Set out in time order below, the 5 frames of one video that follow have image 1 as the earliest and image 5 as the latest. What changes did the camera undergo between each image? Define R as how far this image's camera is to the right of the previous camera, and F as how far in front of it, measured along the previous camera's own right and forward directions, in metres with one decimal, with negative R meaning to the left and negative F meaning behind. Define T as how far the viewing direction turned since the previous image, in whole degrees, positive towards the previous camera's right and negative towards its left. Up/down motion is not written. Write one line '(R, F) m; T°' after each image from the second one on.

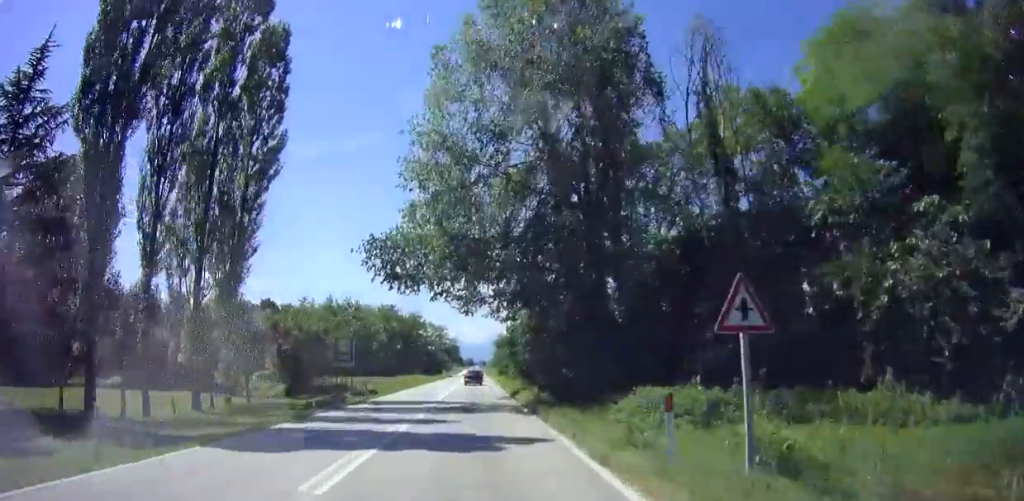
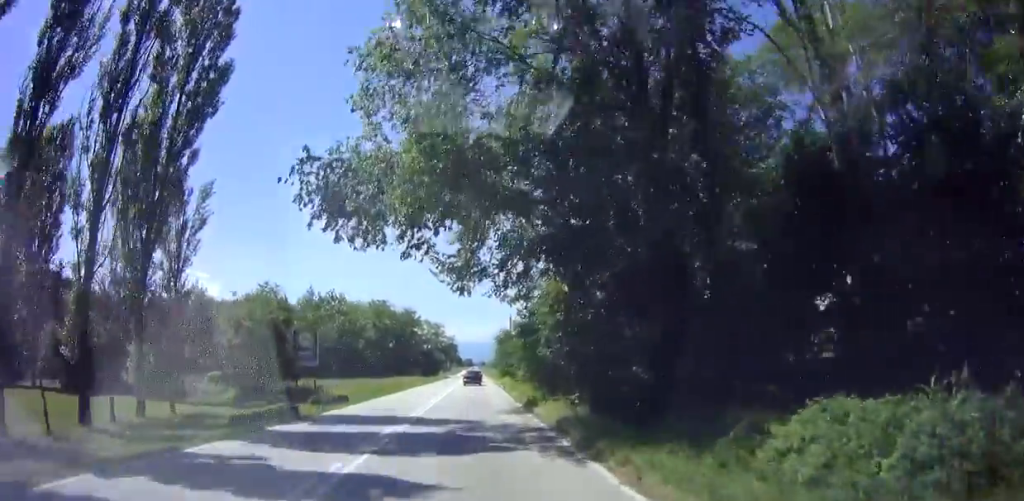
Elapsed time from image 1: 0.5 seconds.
(0.0, +8.5) m; 0°
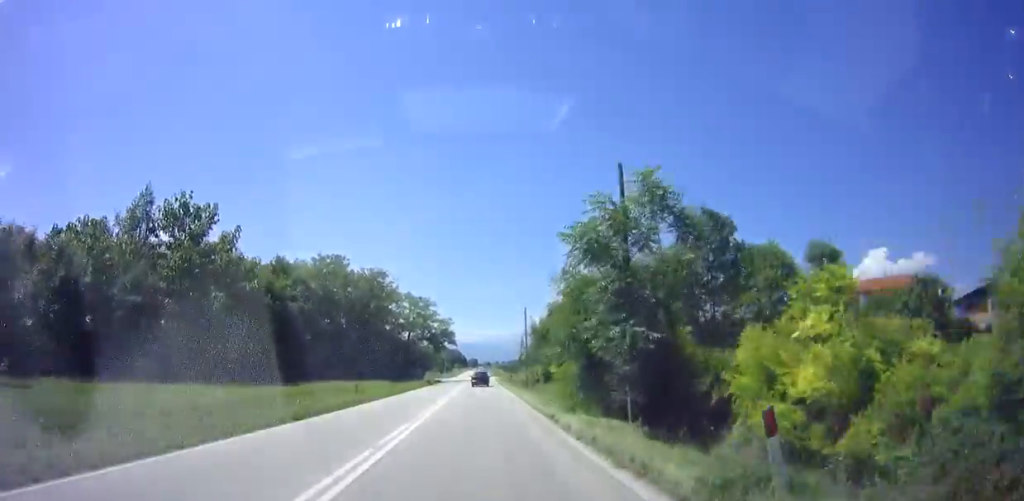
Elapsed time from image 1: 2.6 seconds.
(-0.8, +38.6) m; -3°
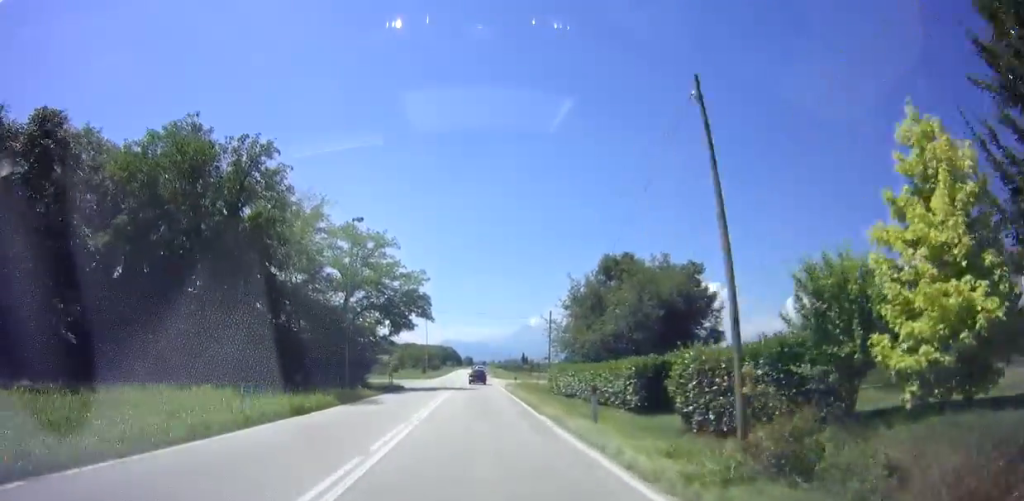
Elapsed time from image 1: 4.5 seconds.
(+0.7, +34.7) m; +1°
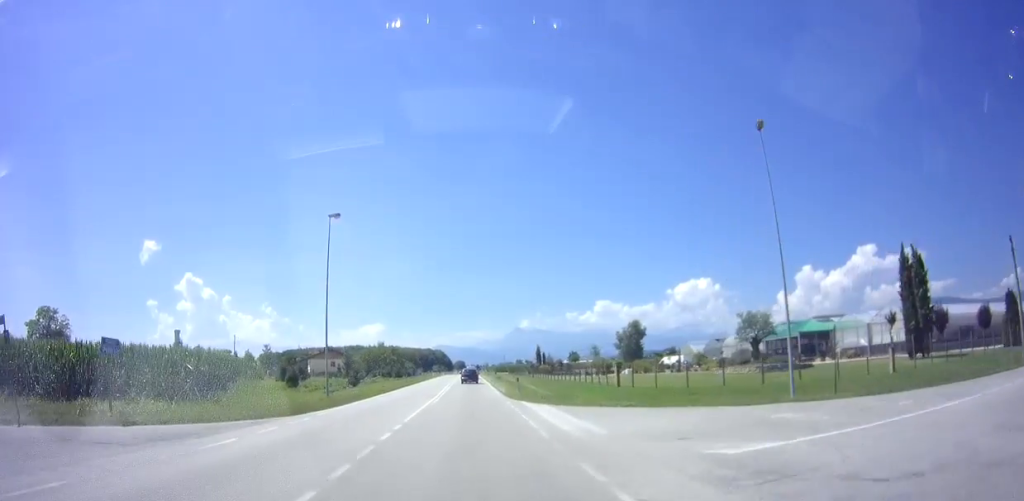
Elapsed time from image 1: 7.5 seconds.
(+0.6, +54.4) m; +1°
